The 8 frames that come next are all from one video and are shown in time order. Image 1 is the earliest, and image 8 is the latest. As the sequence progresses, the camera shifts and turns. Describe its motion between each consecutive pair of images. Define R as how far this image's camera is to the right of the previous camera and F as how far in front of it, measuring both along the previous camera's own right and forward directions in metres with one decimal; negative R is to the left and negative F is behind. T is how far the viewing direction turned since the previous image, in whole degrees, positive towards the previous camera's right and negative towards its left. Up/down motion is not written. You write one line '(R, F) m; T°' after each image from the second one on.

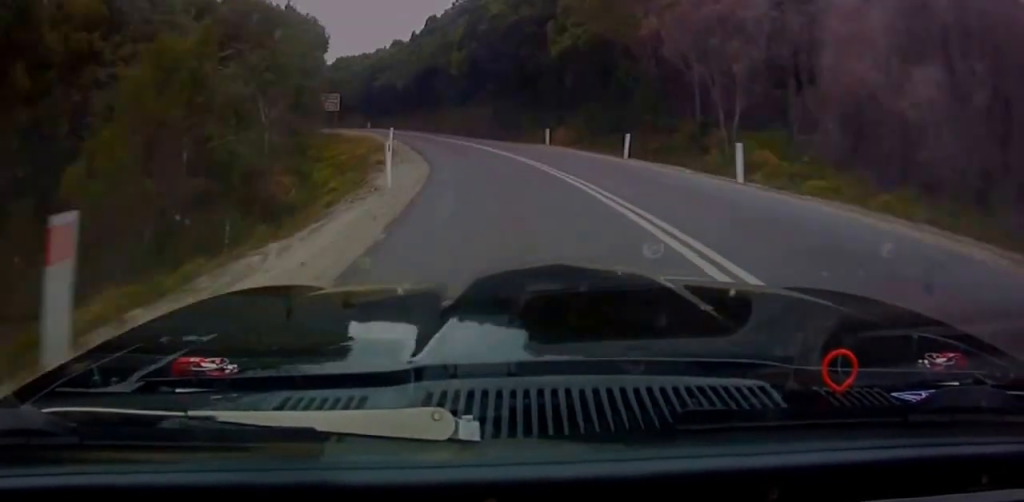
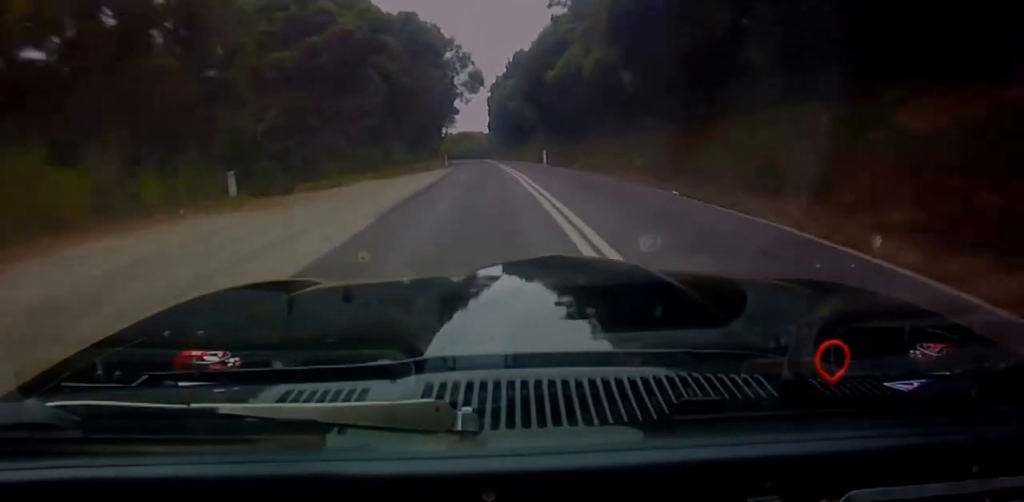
(-8.8, +45.4) m; -16°
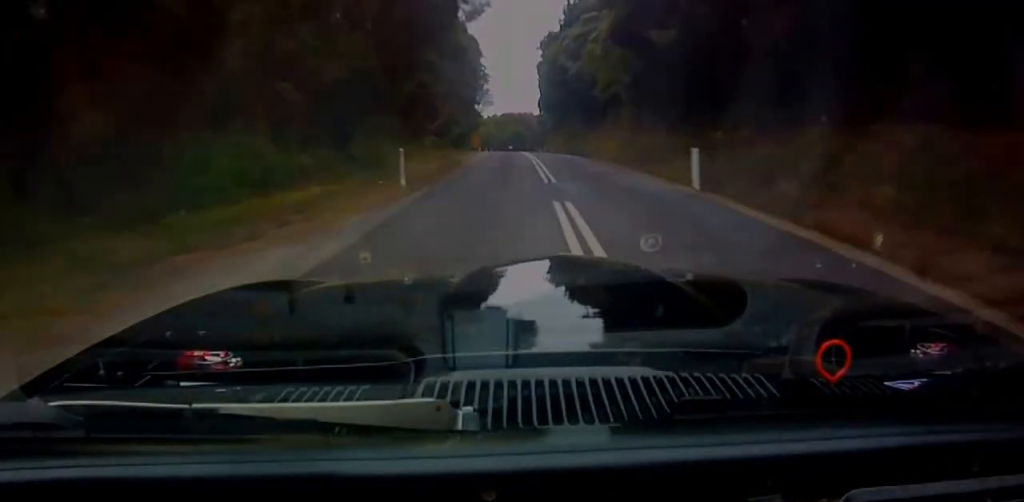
(-1.8, +34.3) m; -6°
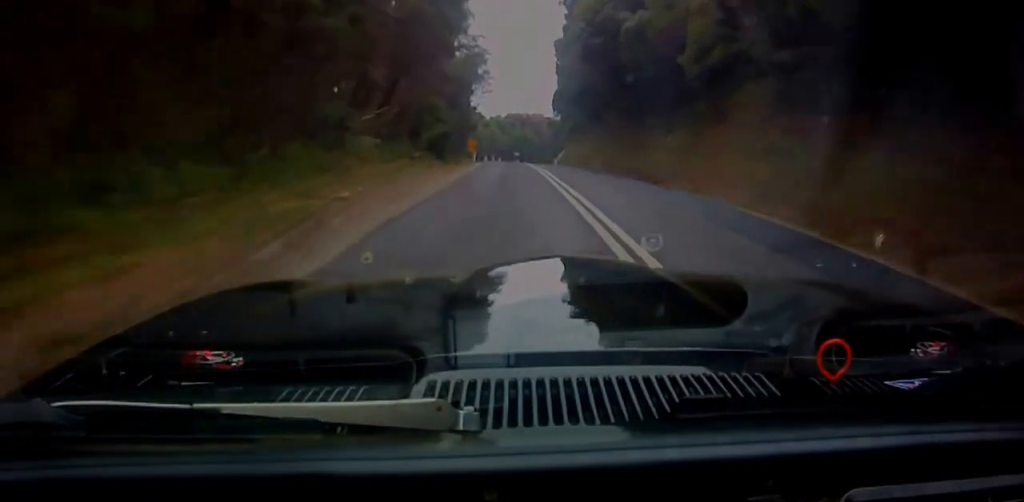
(-0.9, +23.7) m; -4°
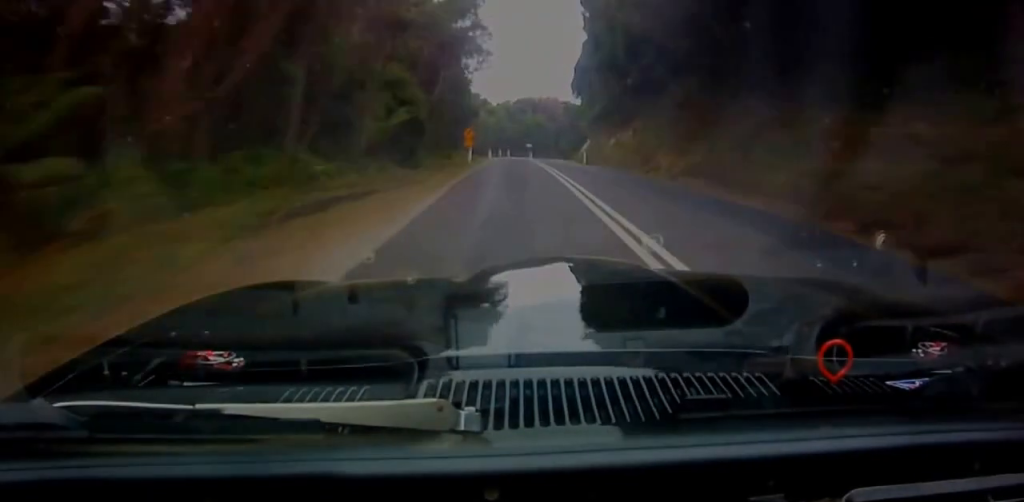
(-0.5, +18.8) m; -3°
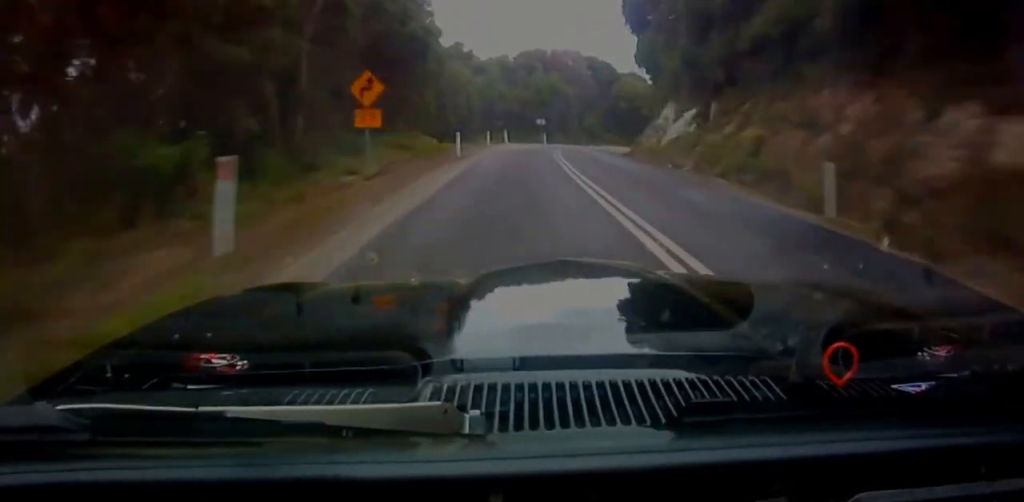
(-1.7, +37.5) m; -2°
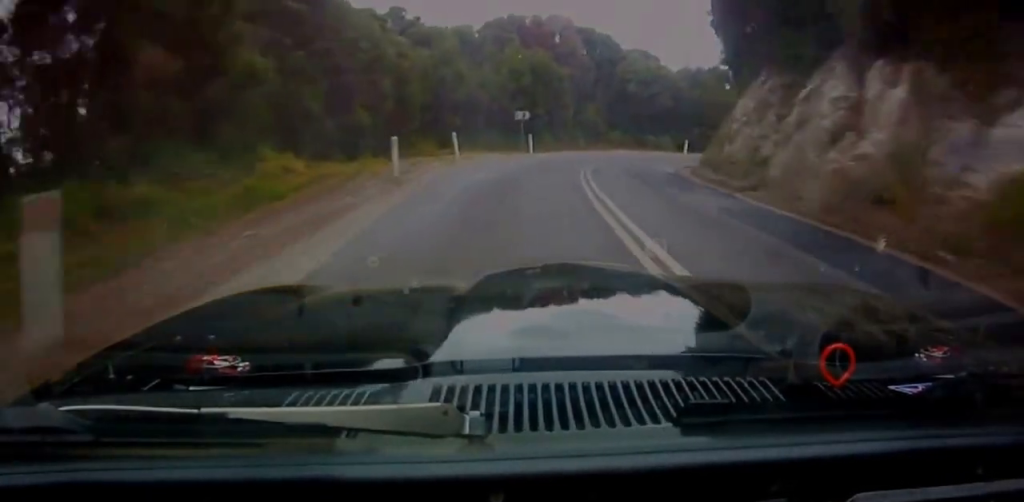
(+0.4, +23.7) m; +3°
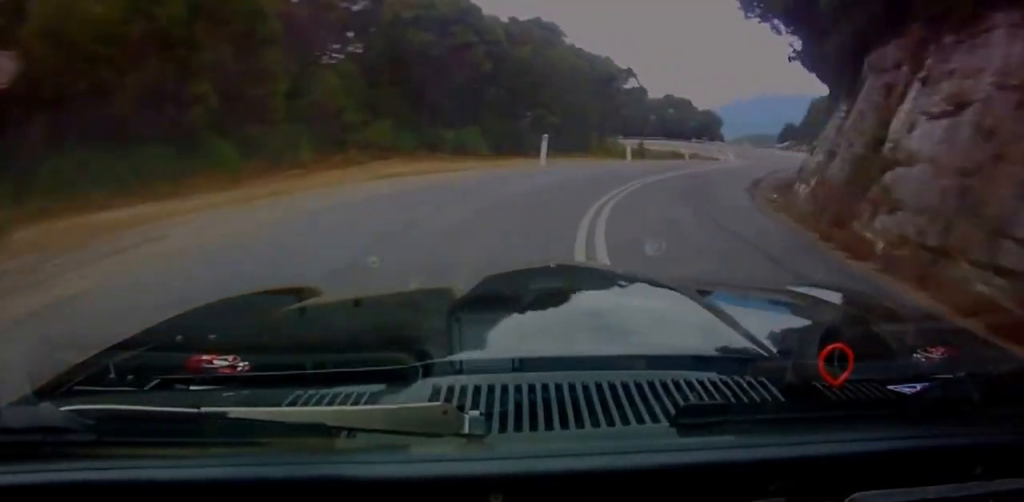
(+3.5, +30.3) m; +19°
